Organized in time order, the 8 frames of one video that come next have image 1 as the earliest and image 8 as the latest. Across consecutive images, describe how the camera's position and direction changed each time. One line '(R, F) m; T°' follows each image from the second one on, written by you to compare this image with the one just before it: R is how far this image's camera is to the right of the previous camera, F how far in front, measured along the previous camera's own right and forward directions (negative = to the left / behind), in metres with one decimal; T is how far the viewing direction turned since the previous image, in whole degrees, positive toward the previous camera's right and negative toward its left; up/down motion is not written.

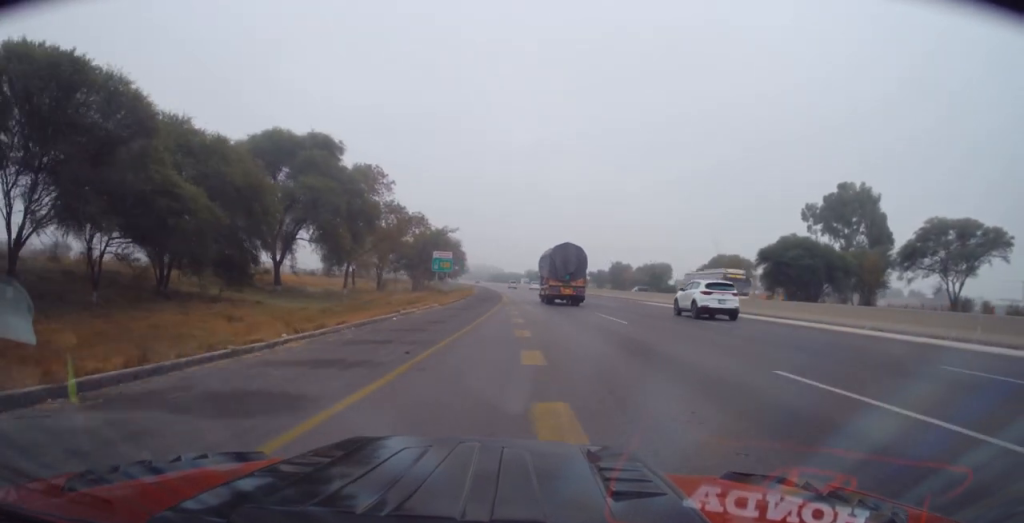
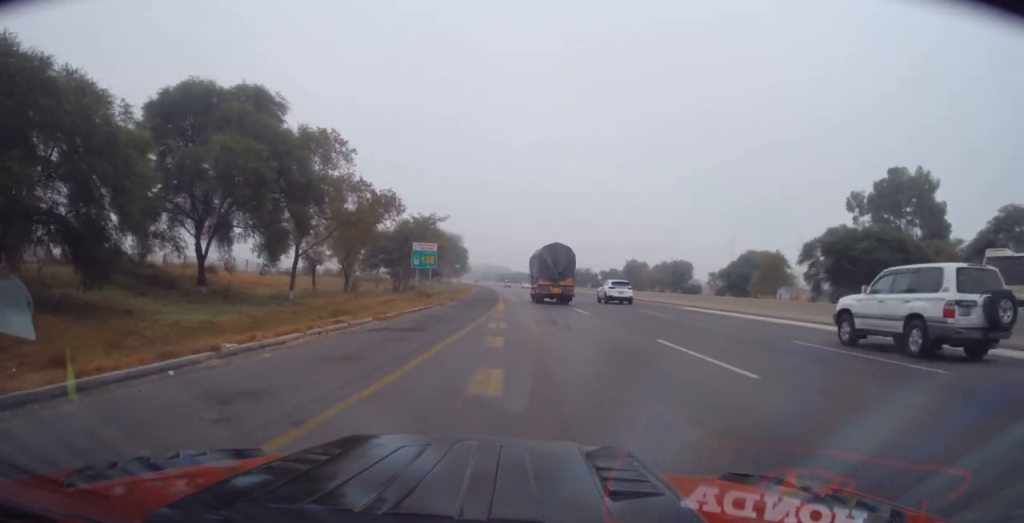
(-0.6, +12.8) m; -3°
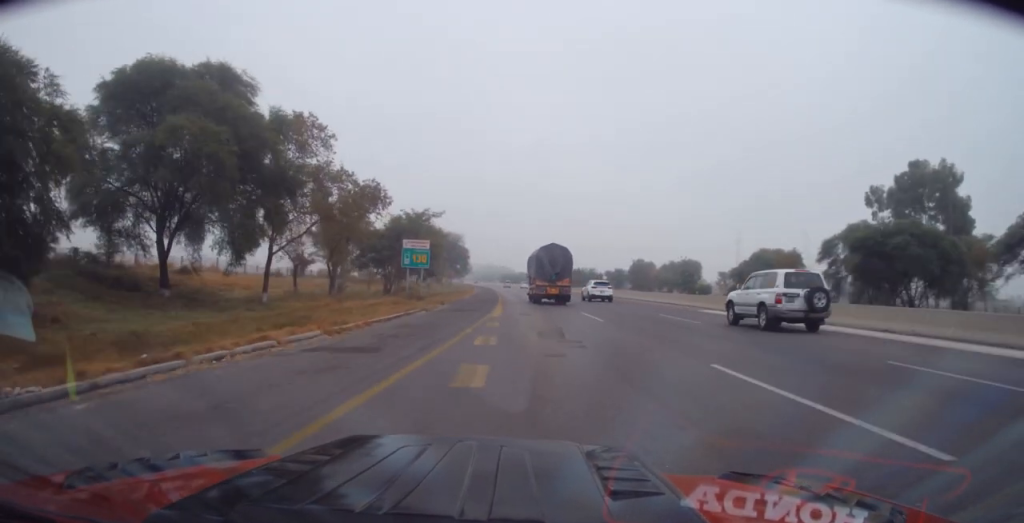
(0.0, +4.6) m; 0°
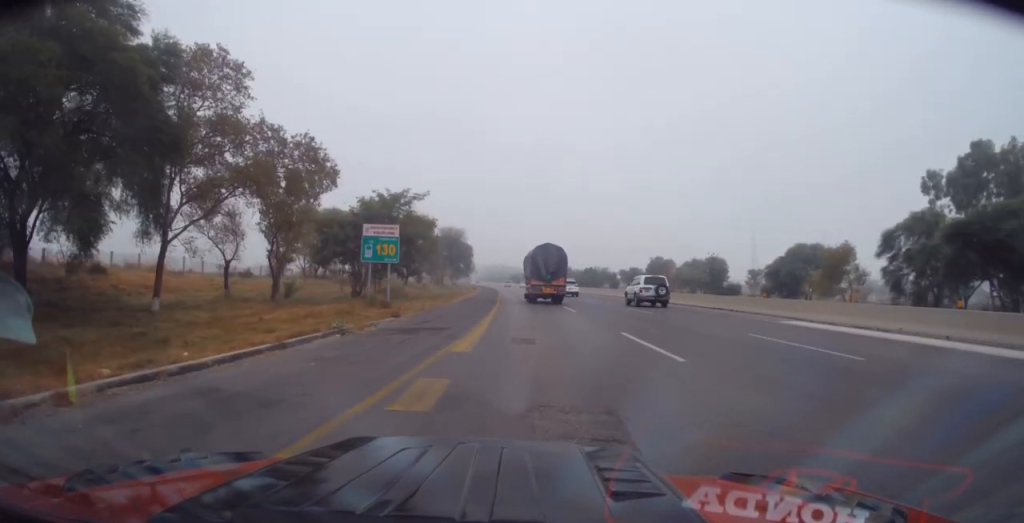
(+0.1, +11.6) m; +1°
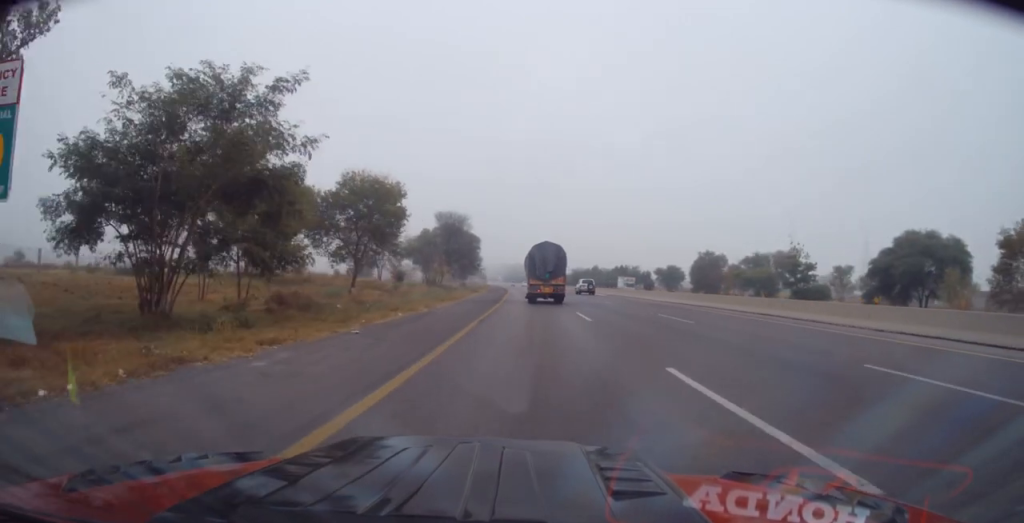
(-0.2, +25.0) m; -1°
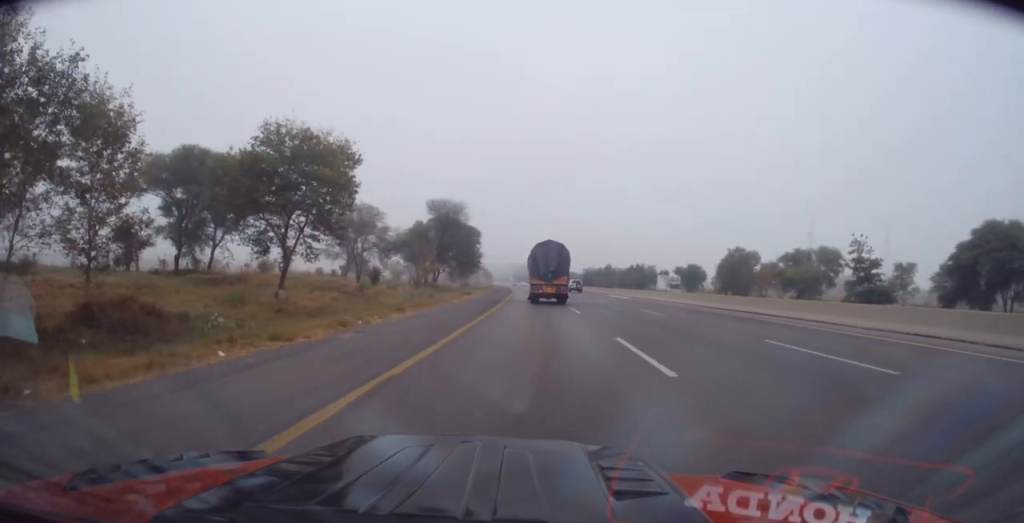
(0.0, +13.0) m; 0°
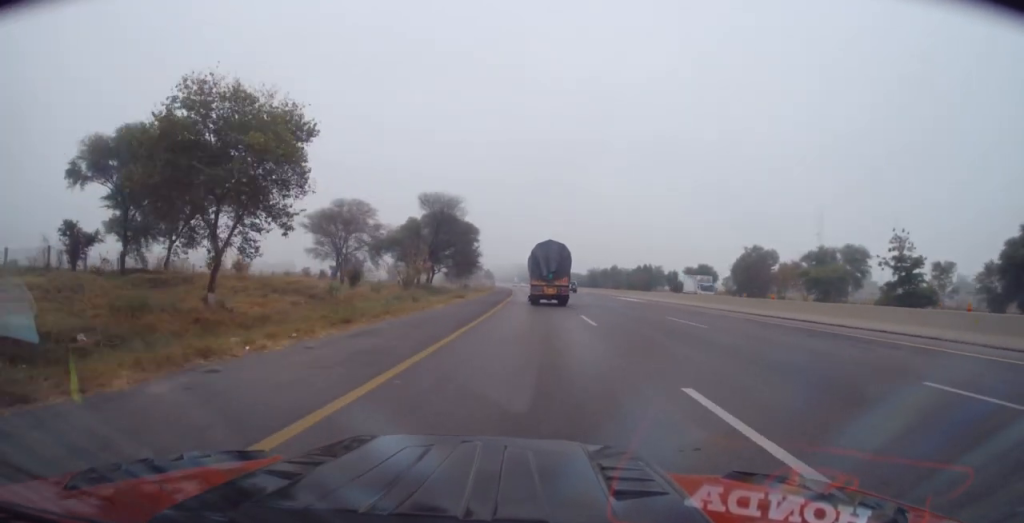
(+0.2, +6.8) m; 0°
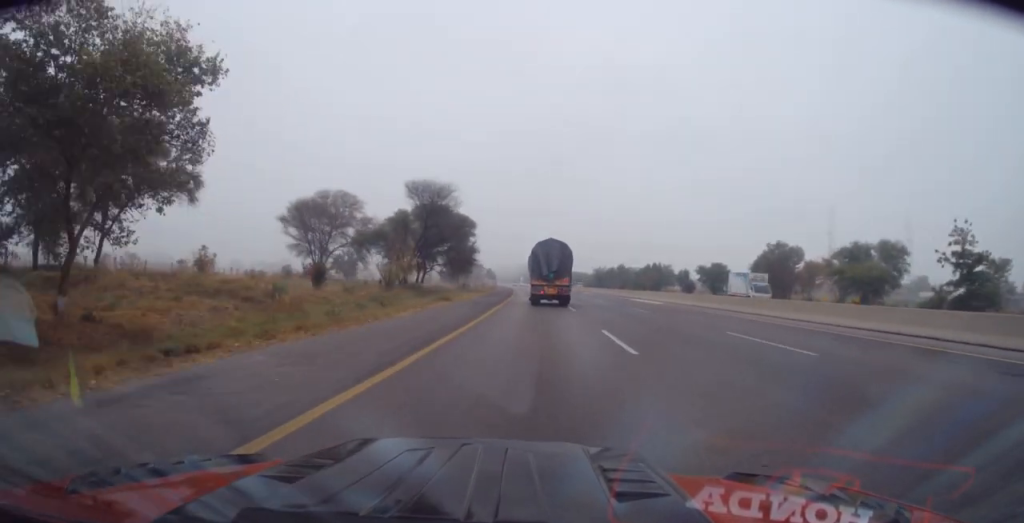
(-0.3, +8.3) m; -1°
